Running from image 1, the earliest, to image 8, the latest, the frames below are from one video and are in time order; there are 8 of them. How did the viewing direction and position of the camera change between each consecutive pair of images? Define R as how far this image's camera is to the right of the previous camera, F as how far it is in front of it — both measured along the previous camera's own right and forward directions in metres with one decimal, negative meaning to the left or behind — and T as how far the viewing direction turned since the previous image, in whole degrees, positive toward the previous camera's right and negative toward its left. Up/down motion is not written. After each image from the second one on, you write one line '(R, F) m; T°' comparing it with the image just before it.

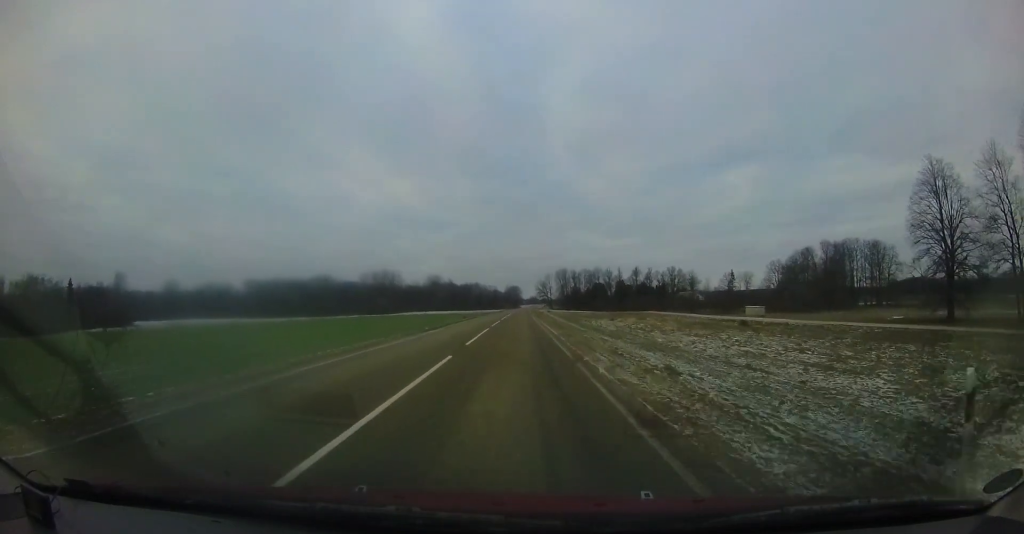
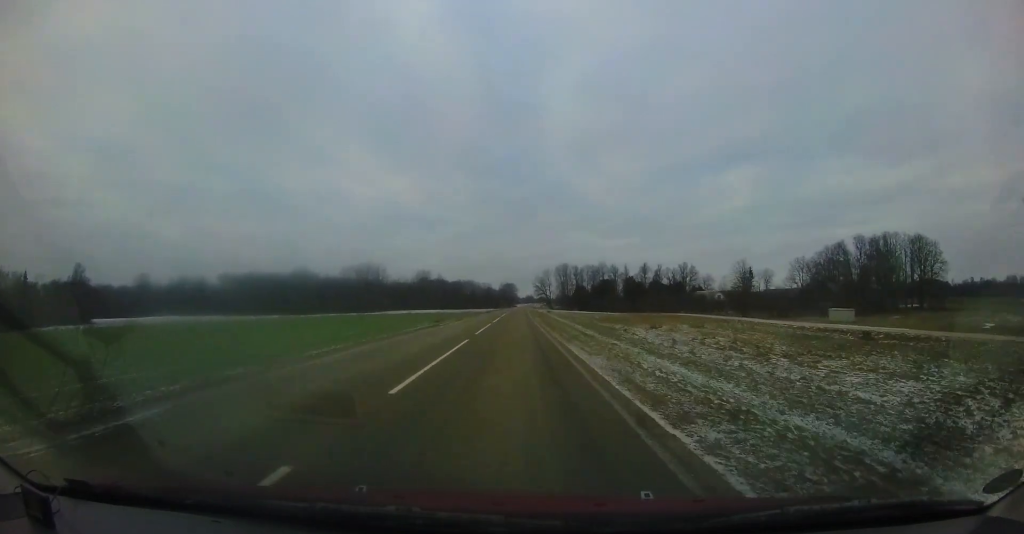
(+0.1, +19.7) m; 0°
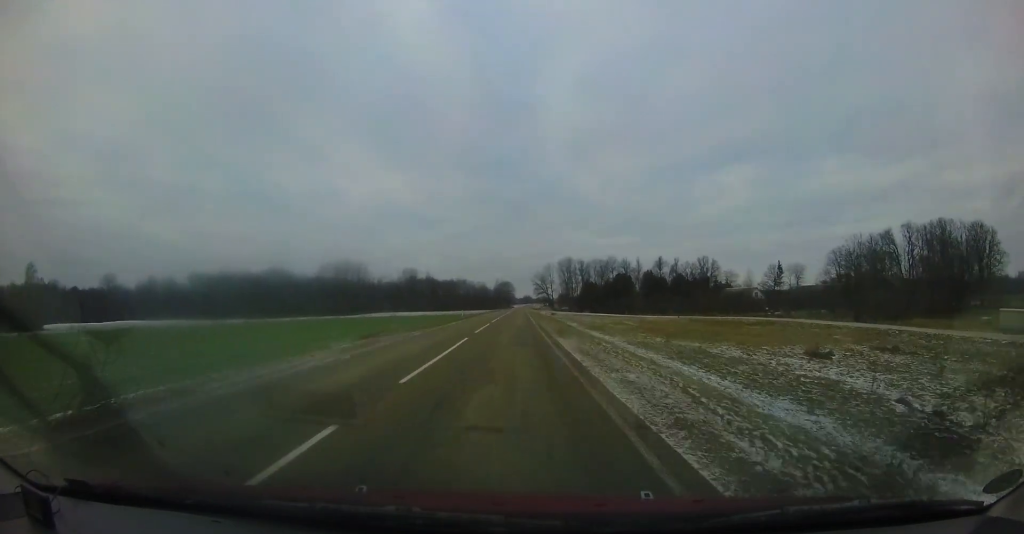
(0.0, +22.8) m; 0°
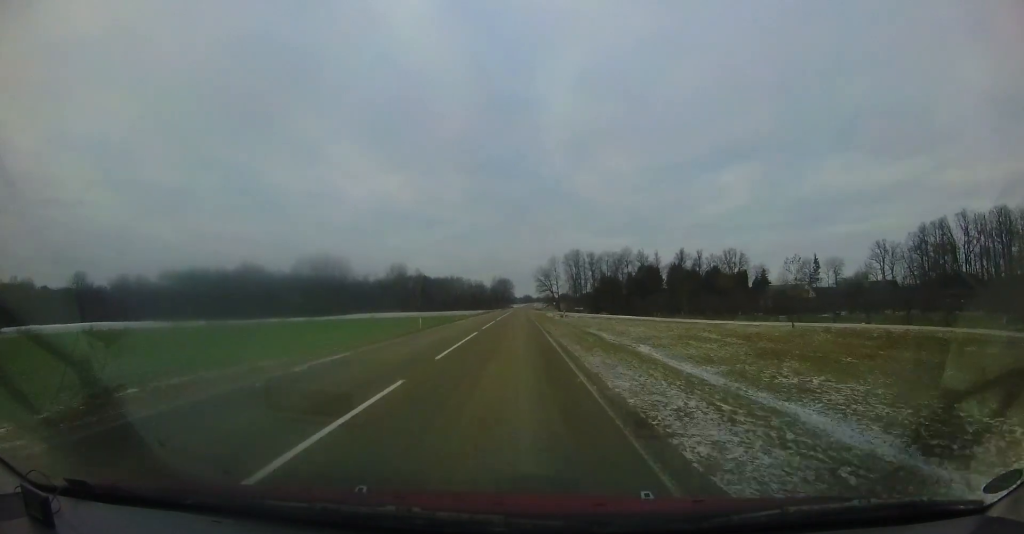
(+0.3, +21.2) m; +2°
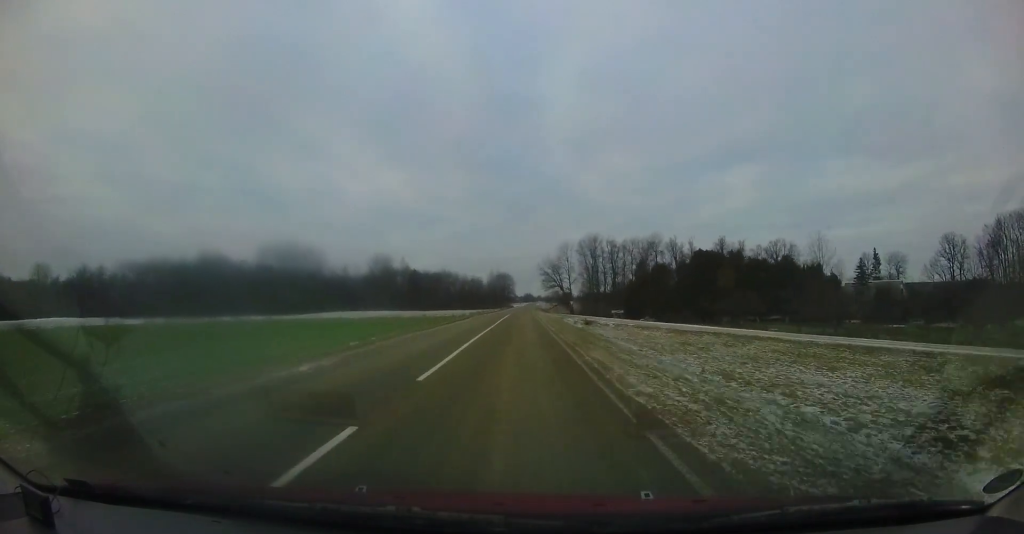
(+0.4, +26.8) m; +1°
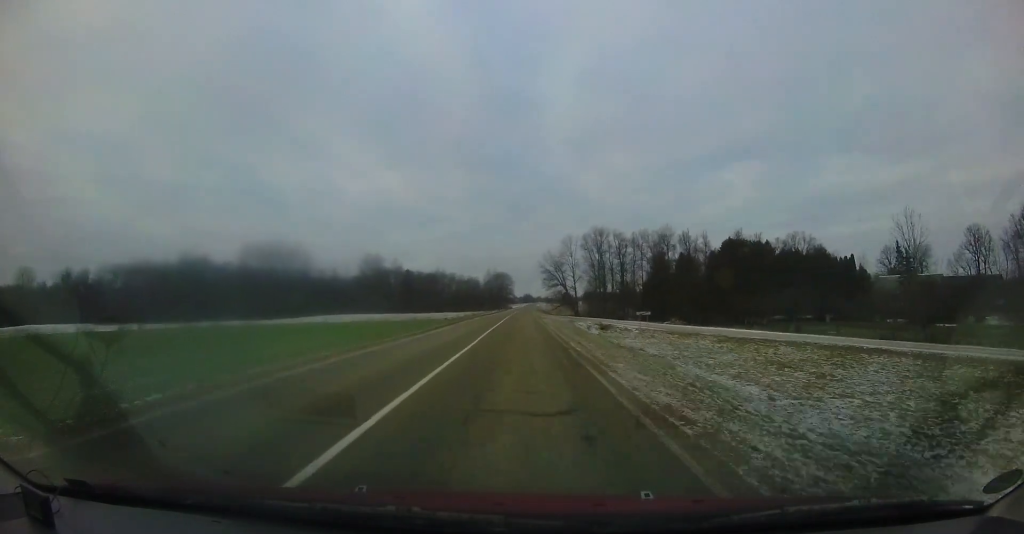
(0.0, +9.6) m; -1°
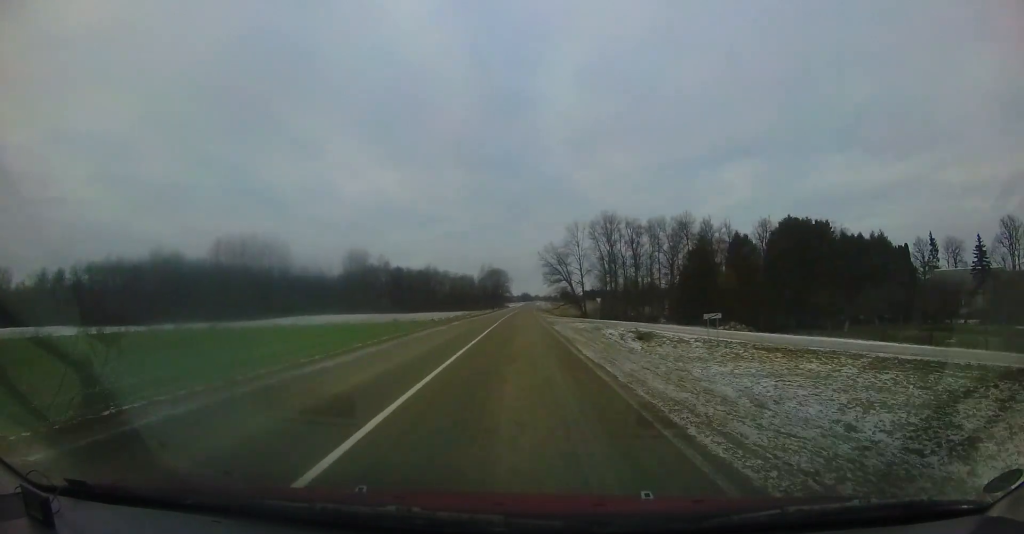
(0.0, +13.3) m; -1°
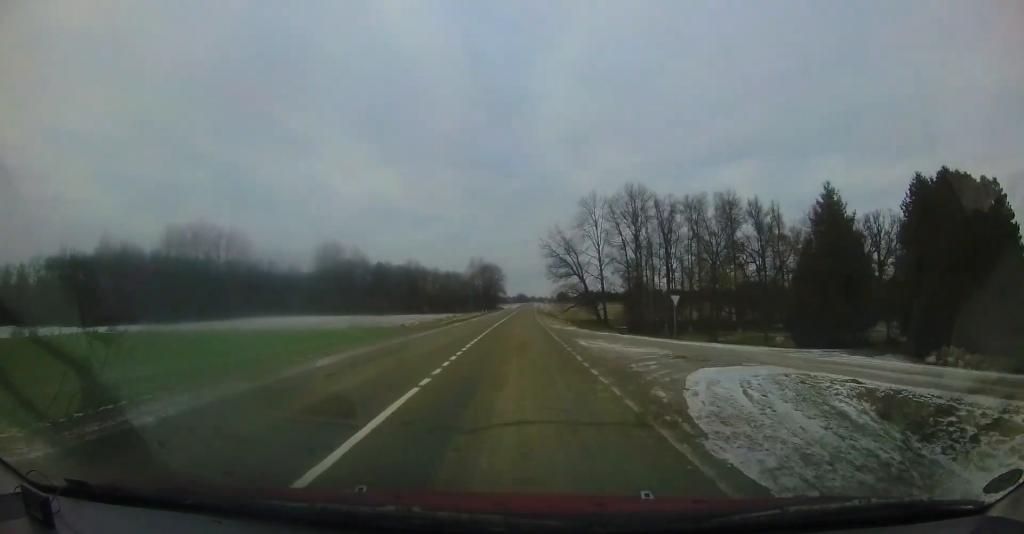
(-0.4, +20.0) m; 0°
